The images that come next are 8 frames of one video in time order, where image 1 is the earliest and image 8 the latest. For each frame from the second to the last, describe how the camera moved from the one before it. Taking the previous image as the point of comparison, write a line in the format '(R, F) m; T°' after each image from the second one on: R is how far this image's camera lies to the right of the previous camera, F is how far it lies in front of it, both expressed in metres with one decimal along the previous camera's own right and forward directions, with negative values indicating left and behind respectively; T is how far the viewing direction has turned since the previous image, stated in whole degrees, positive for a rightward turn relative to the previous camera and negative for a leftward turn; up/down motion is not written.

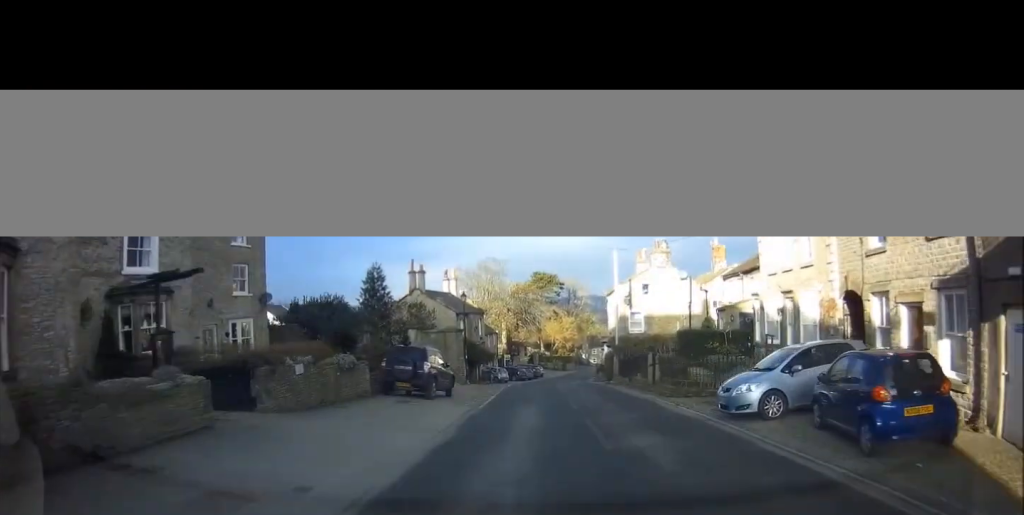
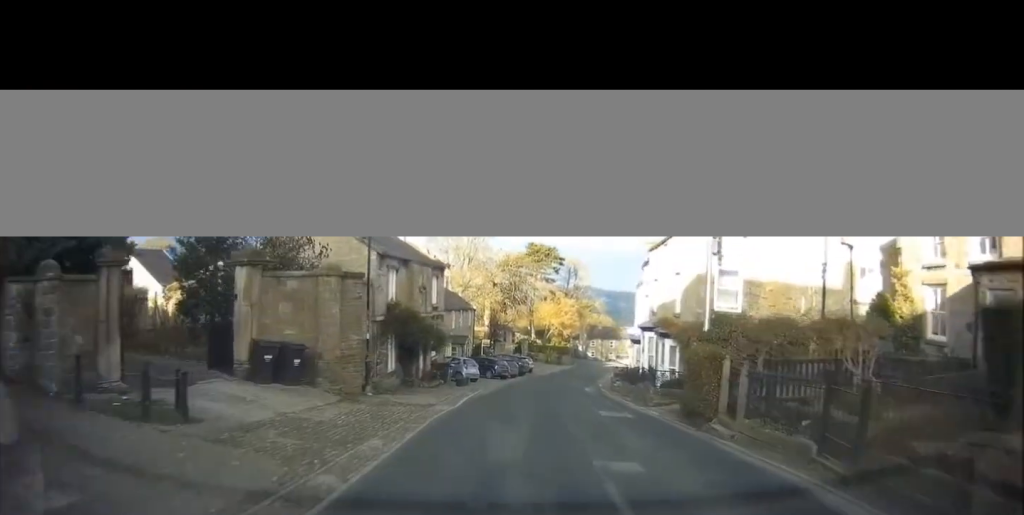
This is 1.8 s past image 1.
(-0.1, +18.1) m; 0°
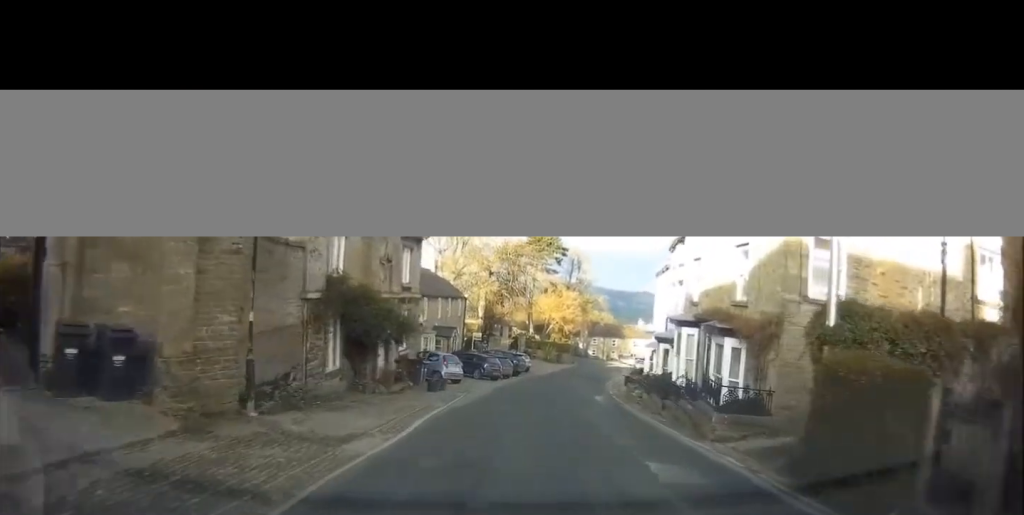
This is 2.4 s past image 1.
(0.0, +6.4) m; 0°
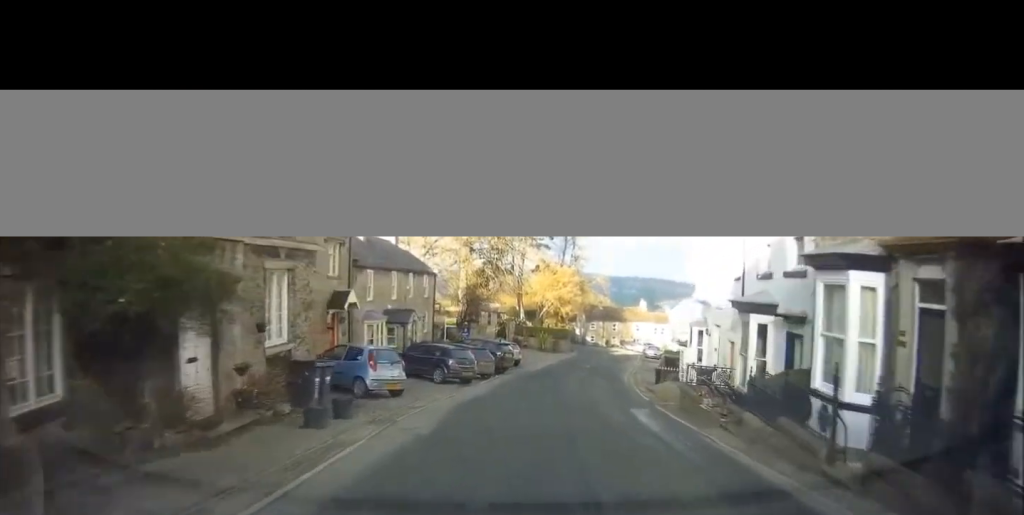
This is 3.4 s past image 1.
(+0.1, +10.7) m; +1°
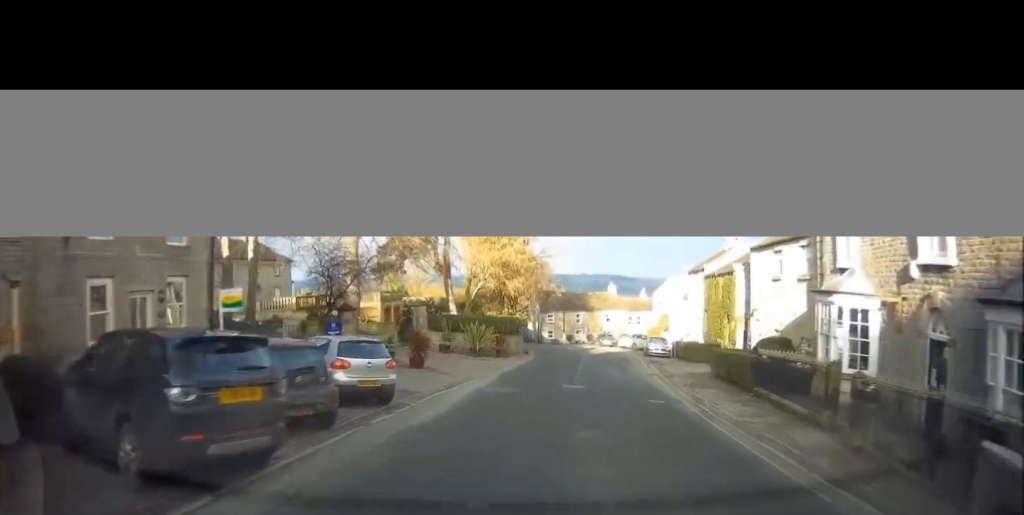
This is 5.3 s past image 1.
(+0.9, +21.8) m; +5°
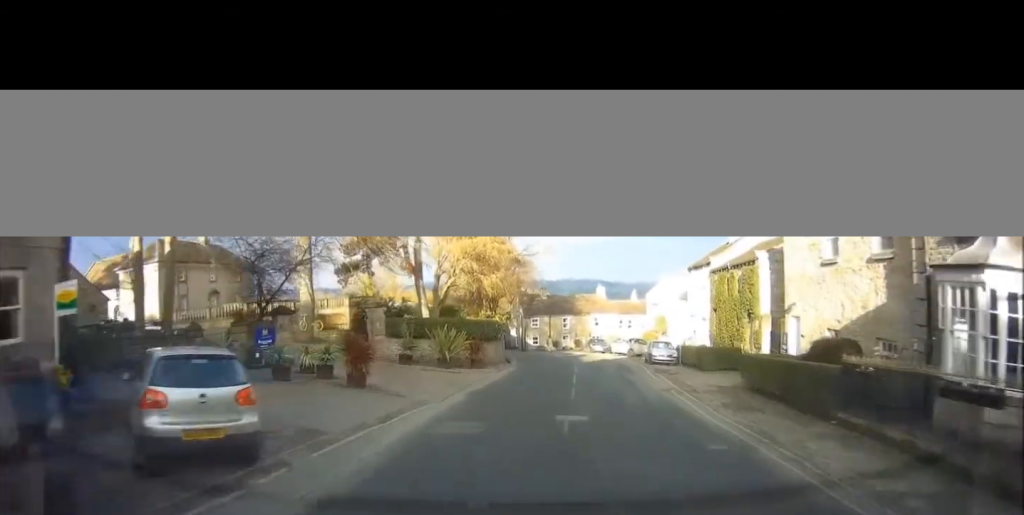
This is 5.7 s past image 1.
(0.0, +5.5) m; +1°
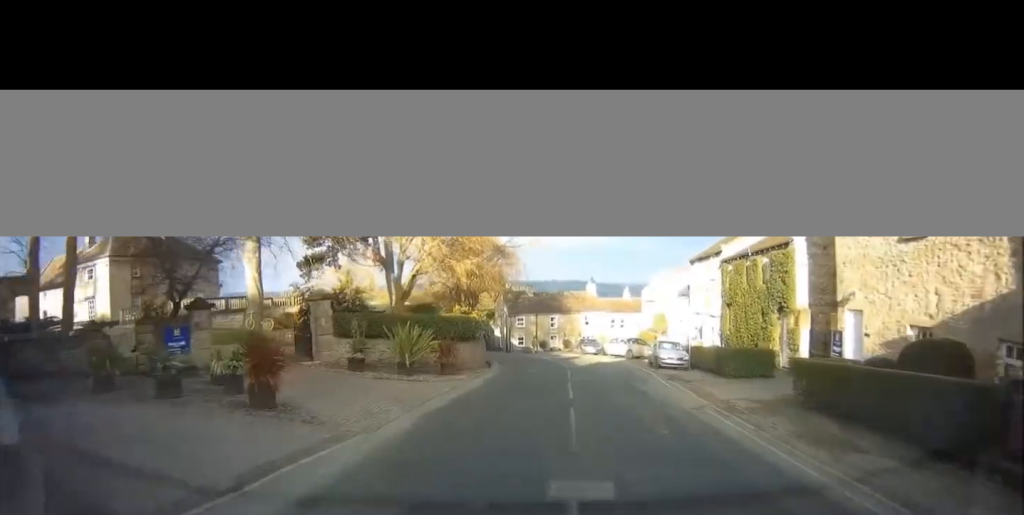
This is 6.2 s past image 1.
(+0.1, +5.0) m; +1°
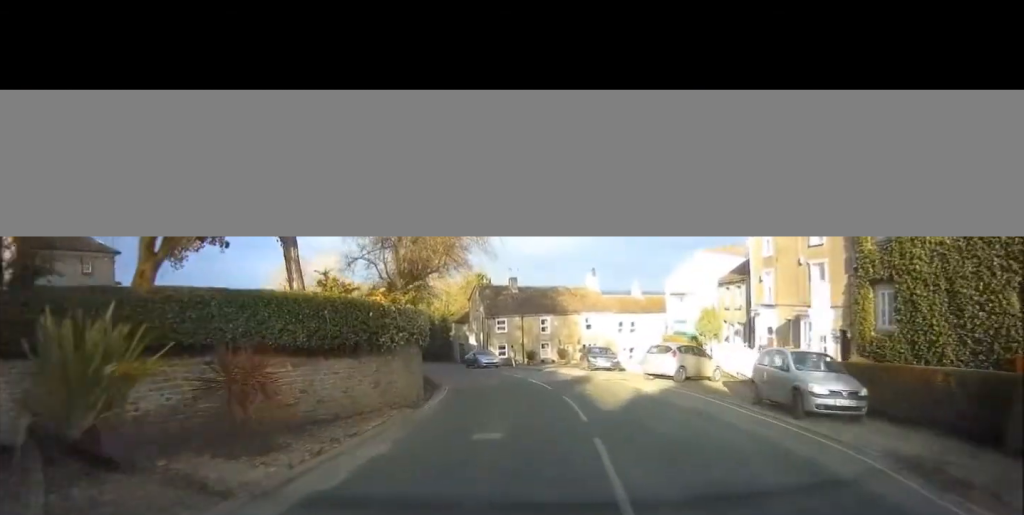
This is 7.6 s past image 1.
(+0.3, +15.4) m; 0°
